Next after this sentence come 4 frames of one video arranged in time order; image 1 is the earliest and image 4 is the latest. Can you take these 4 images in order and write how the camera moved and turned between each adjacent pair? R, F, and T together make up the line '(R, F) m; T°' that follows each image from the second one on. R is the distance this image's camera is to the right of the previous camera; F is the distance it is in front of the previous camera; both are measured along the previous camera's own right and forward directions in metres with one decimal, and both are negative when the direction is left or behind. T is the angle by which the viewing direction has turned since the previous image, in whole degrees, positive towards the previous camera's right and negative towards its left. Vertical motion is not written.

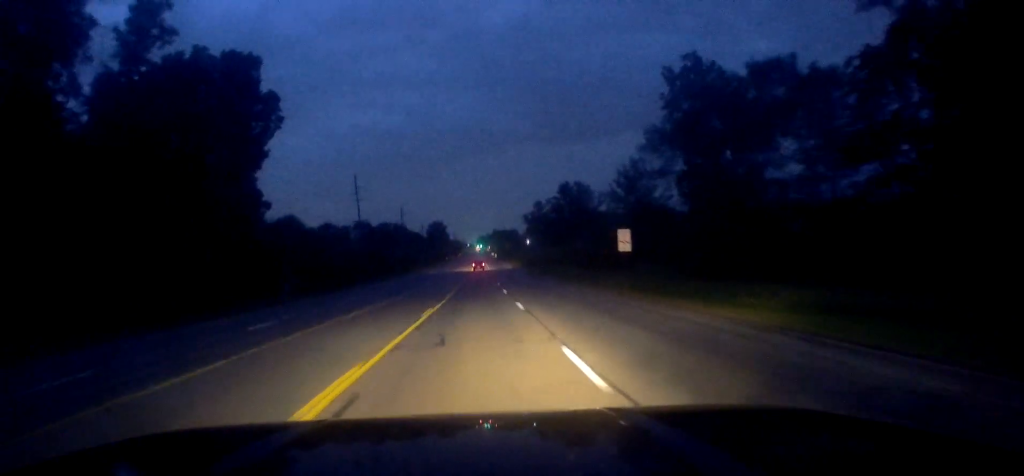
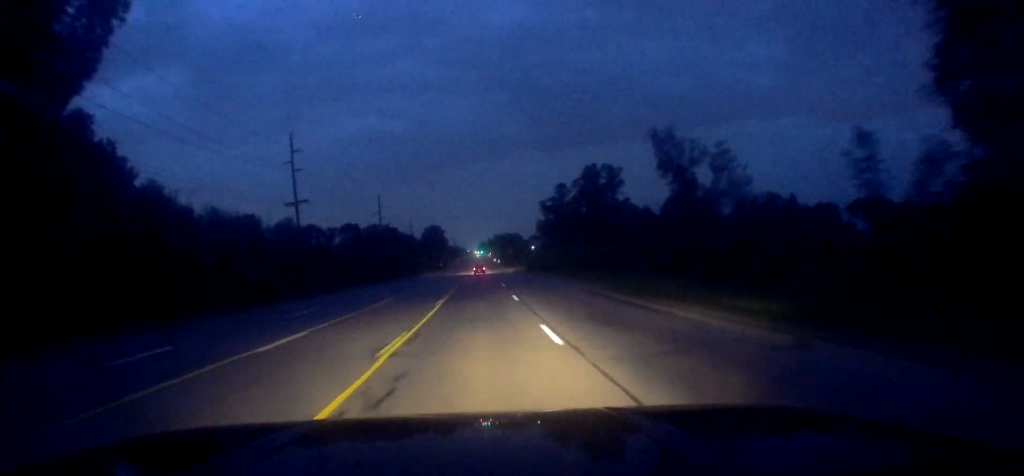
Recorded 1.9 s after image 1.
(-0.7, +40.1) m; -2°
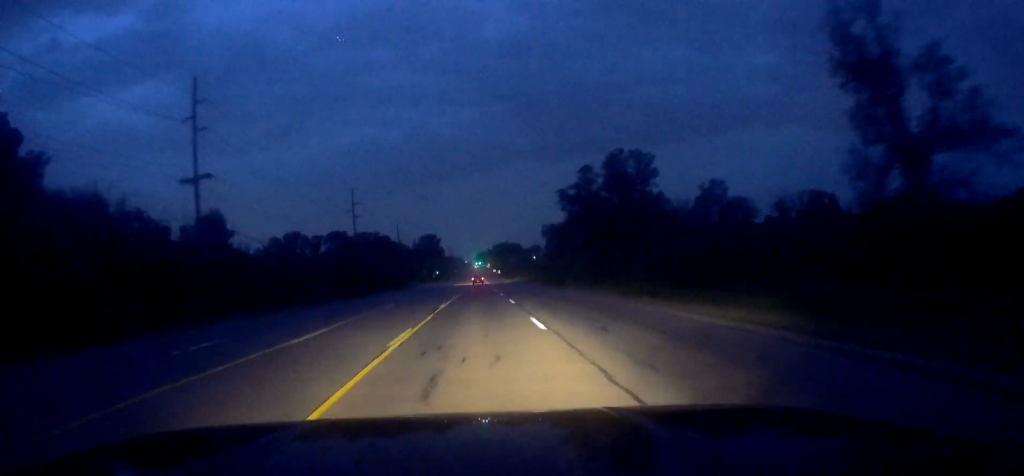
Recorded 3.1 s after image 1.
(+0.7, +27.9) m; +2°
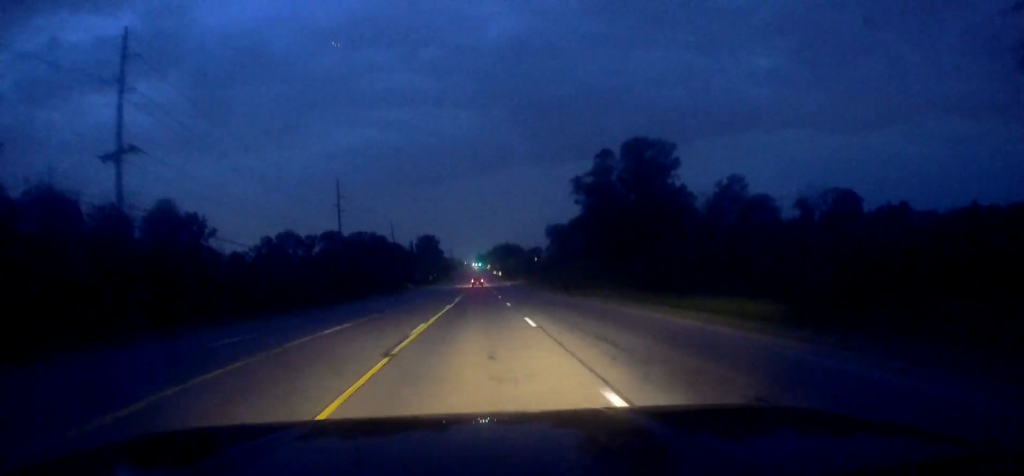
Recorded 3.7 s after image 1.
(+0.3, +11.9) m; -1°
